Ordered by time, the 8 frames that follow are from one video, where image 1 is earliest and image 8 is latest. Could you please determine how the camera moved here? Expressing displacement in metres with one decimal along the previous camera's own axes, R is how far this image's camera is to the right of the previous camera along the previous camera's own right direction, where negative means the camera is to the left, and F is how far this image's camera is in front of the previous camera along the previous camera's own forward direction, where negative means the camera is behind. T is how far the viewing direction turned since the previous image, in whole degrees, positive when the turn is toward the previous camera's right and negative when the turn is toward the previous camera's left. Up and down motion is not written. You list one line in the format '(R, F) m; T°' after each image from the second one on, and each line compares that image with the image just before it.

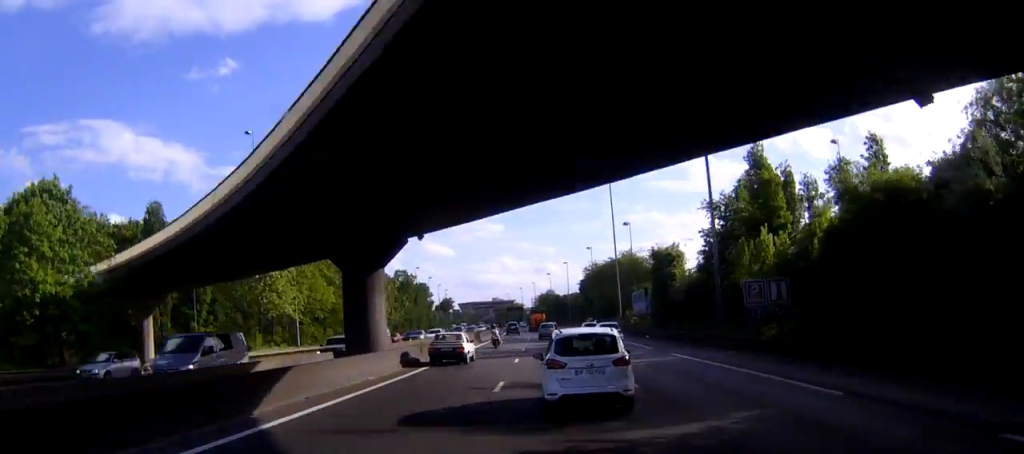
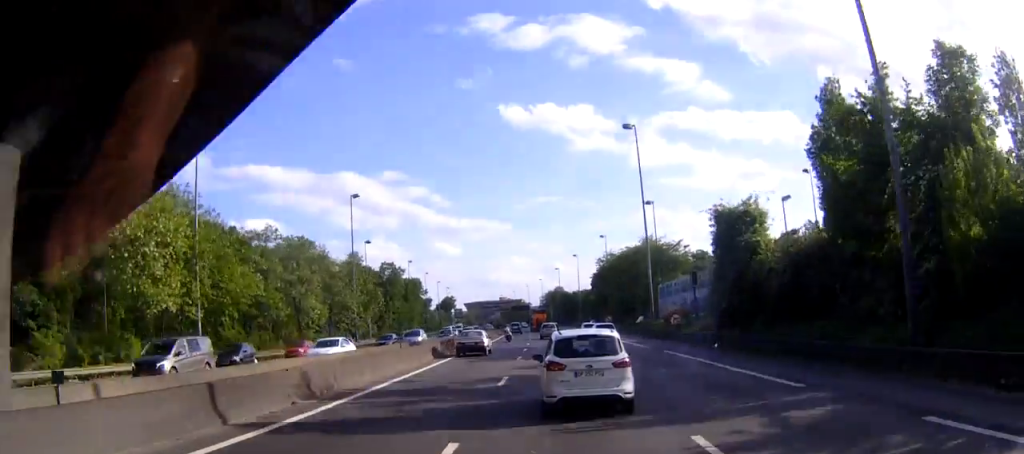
(-0.2, +23.7) m; -1°
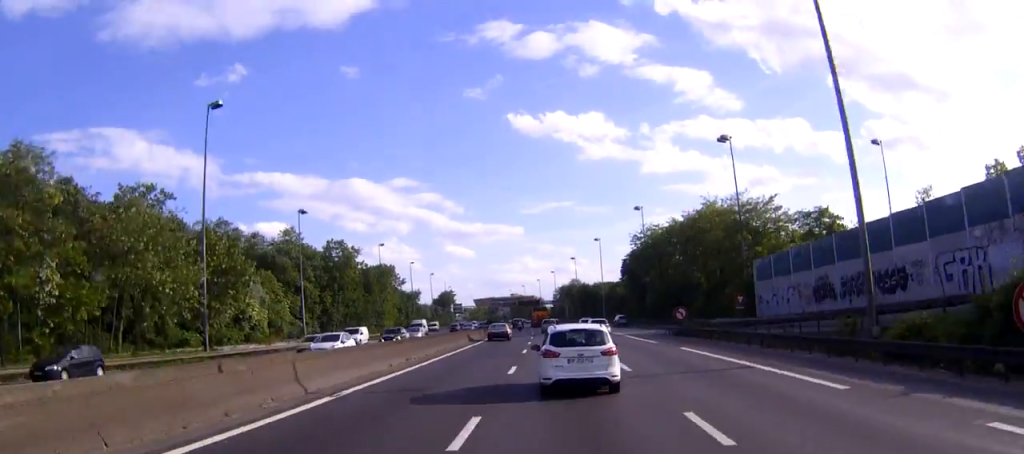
(+0.8, +47.6) m; +1°
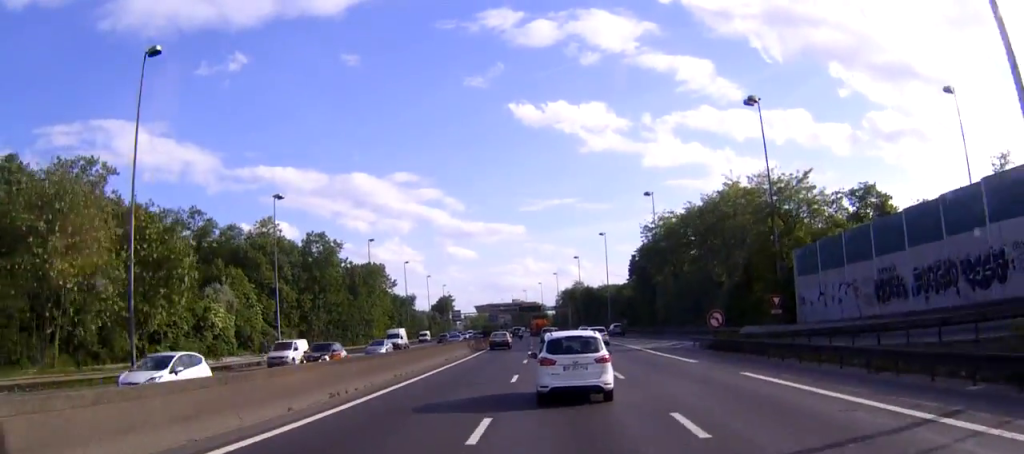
(-0.3, +10.4) m; -1°
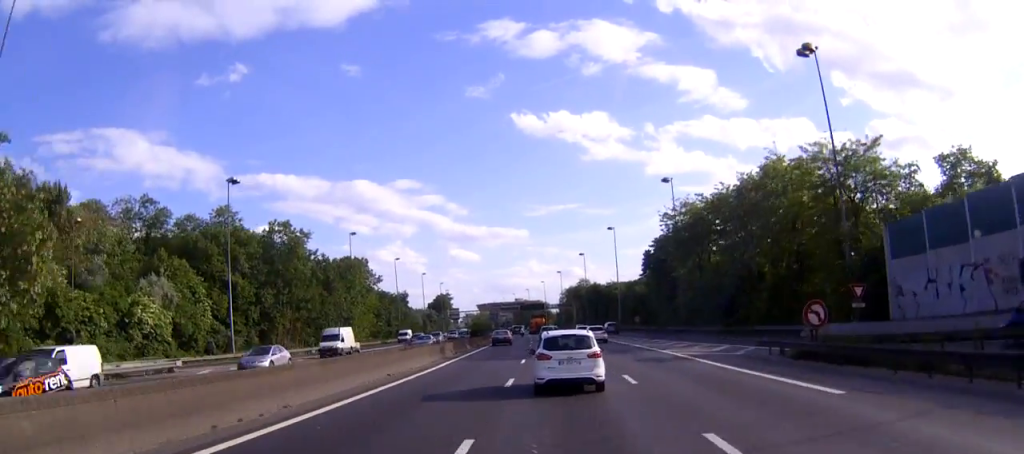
(-0.2, +15.3) m; -1°
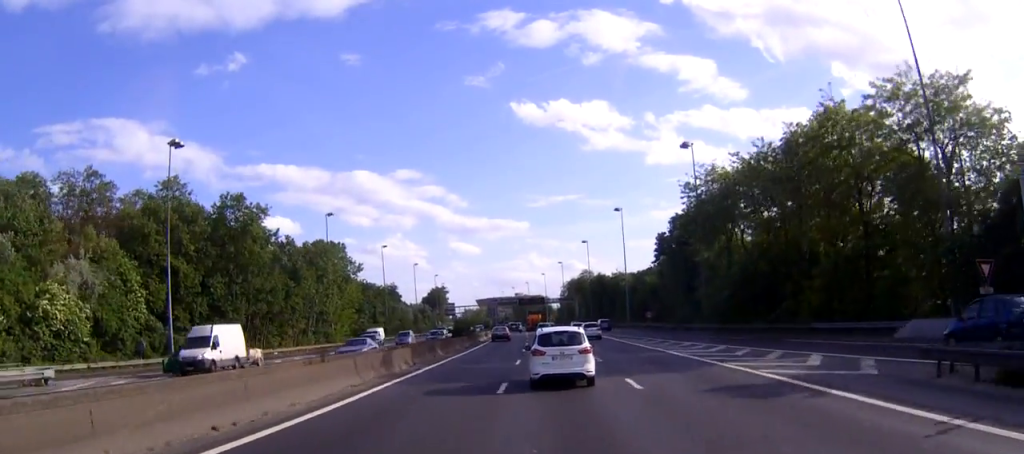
(-0.1, +13.9) m; 0°
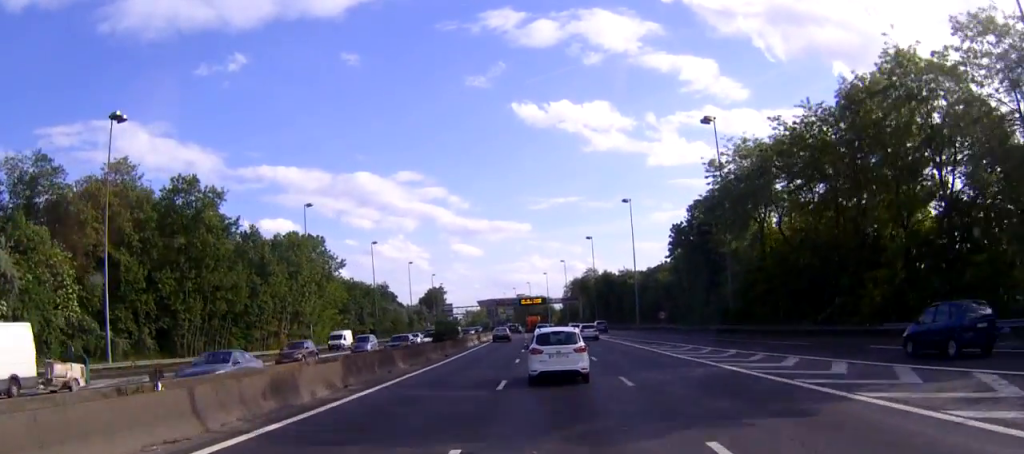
(0.0, +11.2) m; 0°
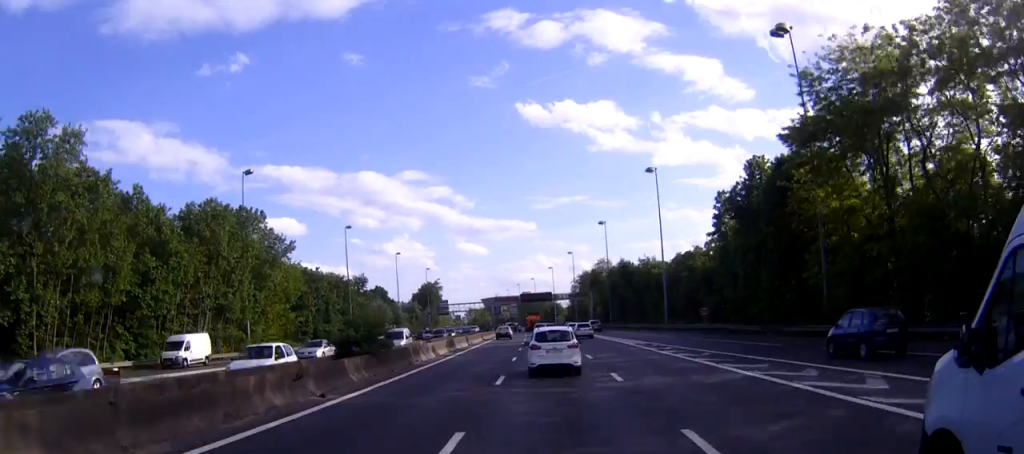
(-0.1, +24.0) m; 0°
